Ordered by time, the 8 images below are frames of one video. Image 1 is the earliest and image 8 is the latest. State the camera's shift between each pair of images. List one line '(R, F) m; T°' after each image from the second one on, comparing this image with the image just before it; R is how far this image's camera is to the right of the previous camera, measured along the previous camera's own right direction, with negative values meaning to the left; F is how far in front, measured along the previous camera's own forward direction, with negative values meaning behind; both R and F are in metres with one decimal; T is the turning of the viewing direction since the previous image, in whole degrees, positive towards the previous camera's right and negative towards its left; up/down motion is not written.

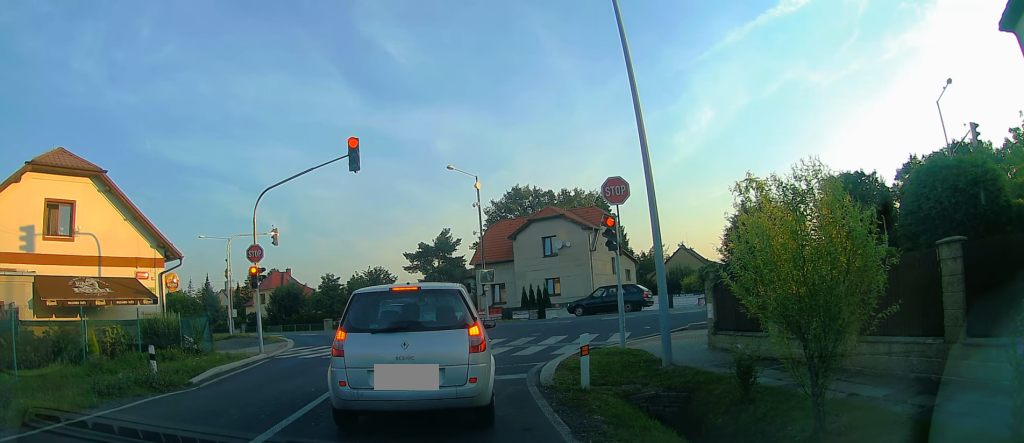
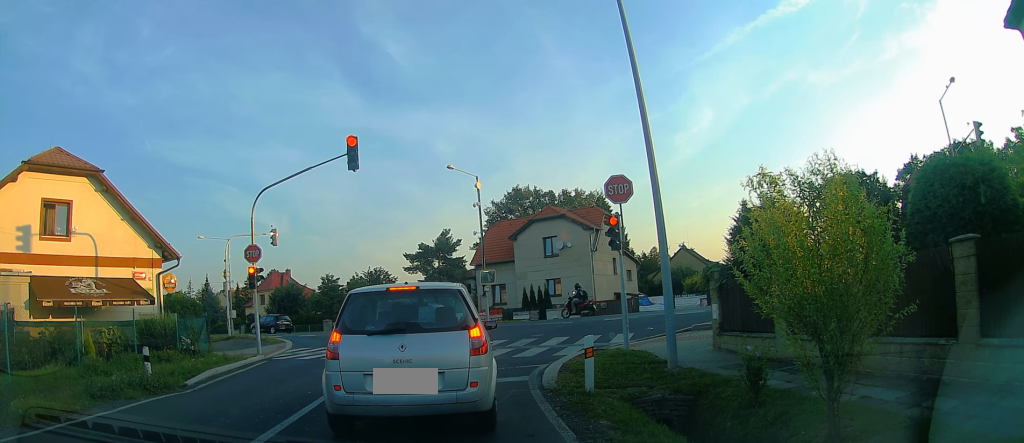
(+0.3, +0.8) m; 0°
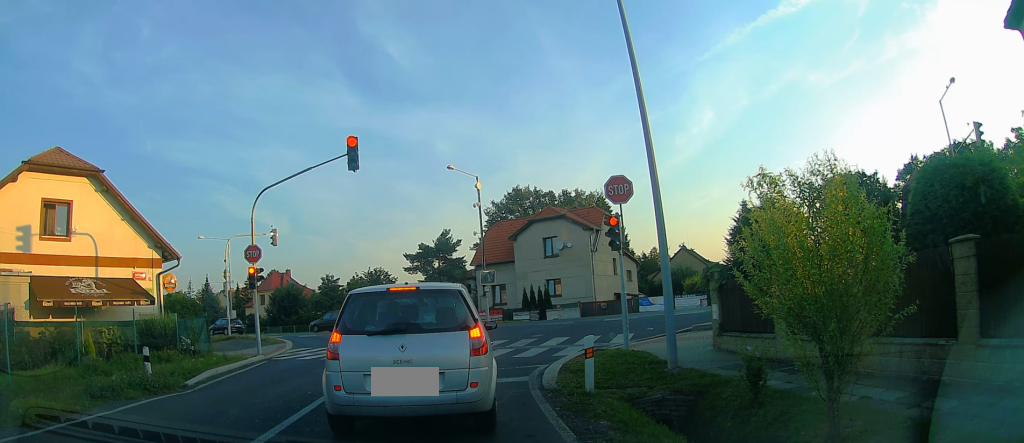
(+0.1, +0.2) m; 0°
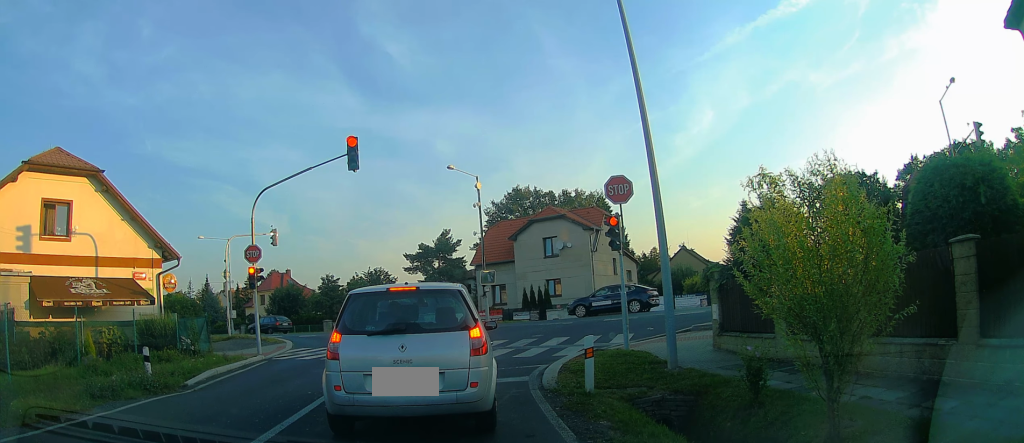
(0.0, 0.0) m; 0°
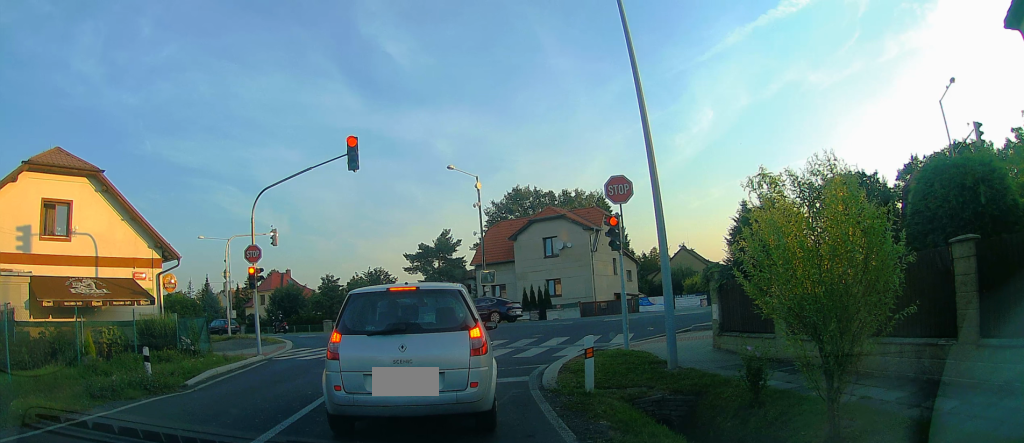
(0.0, 0.0) m; 0°
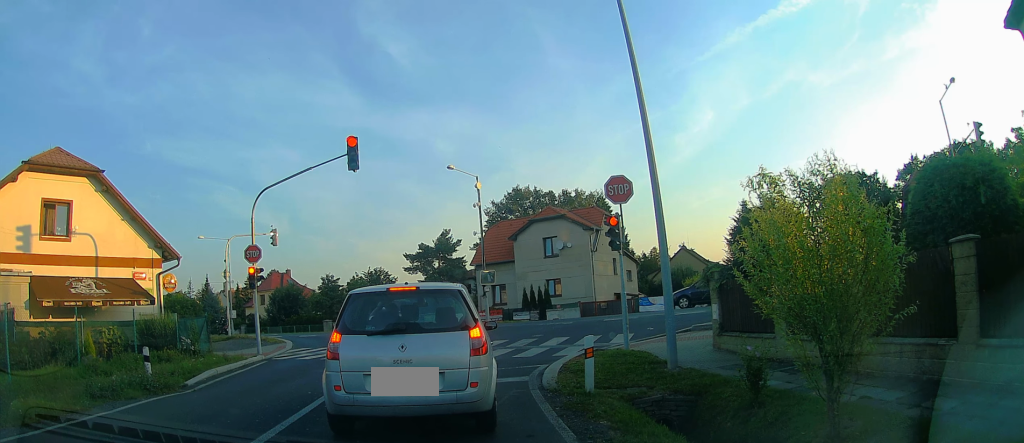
(0.0, 0.0) m; 0°
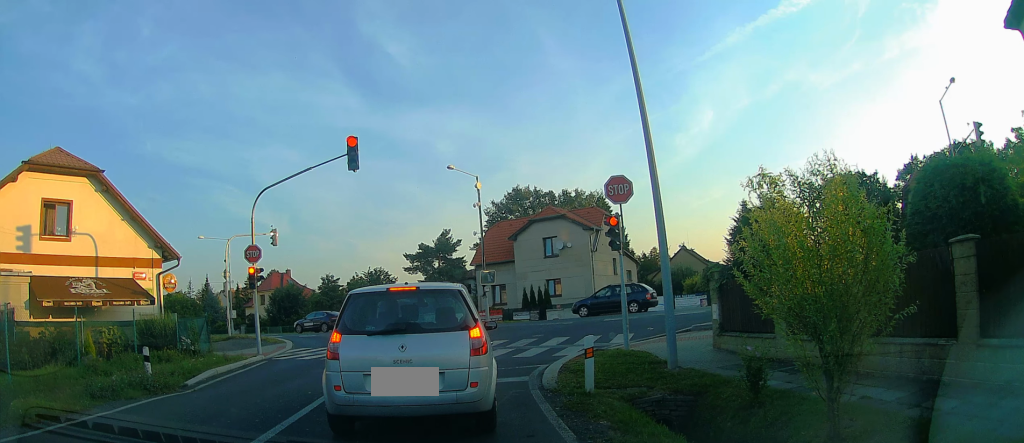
(0.0, 0.0) m; 0°
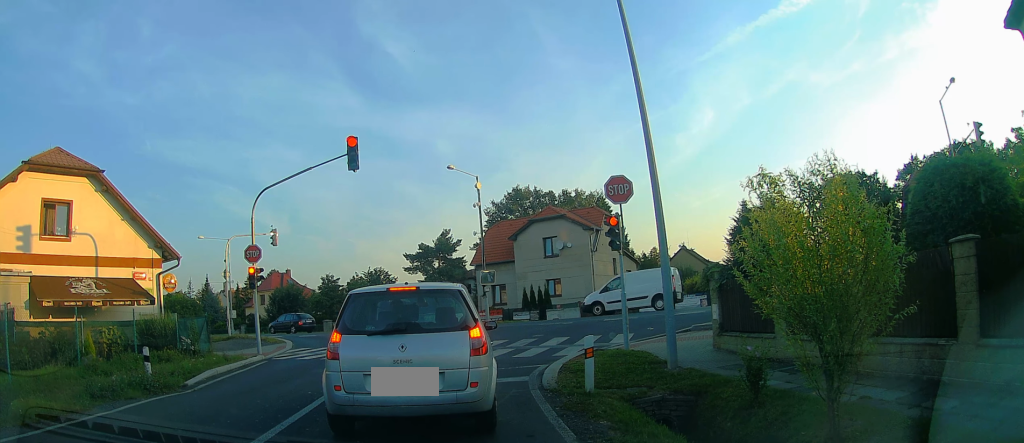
(0.0, +0.2) m; 0°
